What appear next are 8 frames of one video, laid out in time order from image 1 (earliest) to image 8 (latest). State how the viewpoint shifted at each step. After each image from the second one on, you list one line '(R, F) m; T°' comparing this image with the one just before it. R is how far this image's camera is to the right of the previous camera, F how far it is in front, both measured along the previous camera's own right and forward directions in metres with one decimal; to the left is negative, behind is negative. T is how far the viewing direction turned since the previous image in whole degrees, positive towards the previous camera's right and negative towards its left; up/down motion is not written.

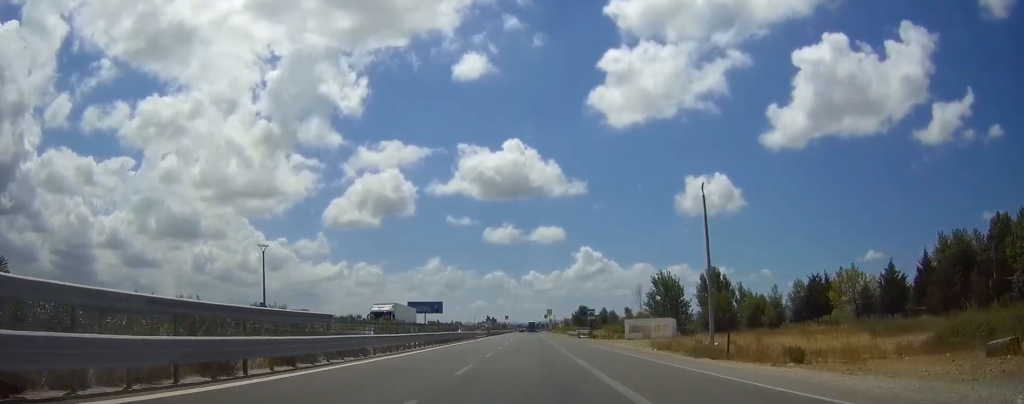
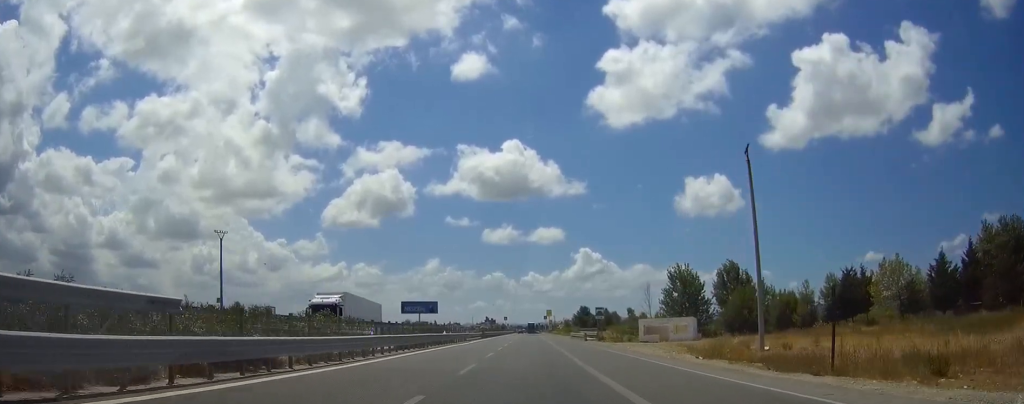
(0.0, +10.9) m; 0°
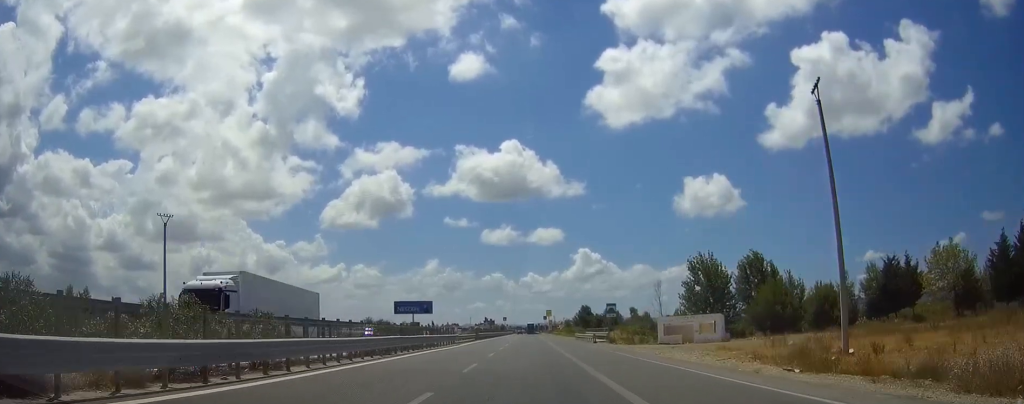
(0.0, +10.9) m; 0°
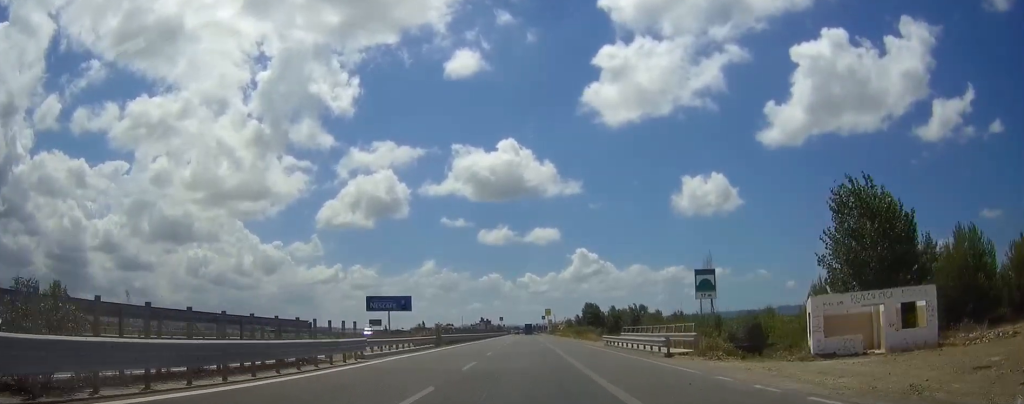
(0.0, +34.4) m; 0°
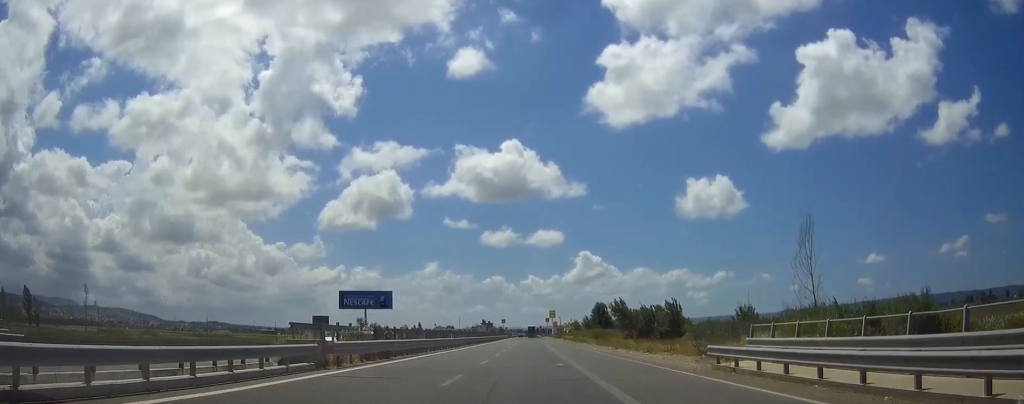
(0.0, +29.7) m; 0°
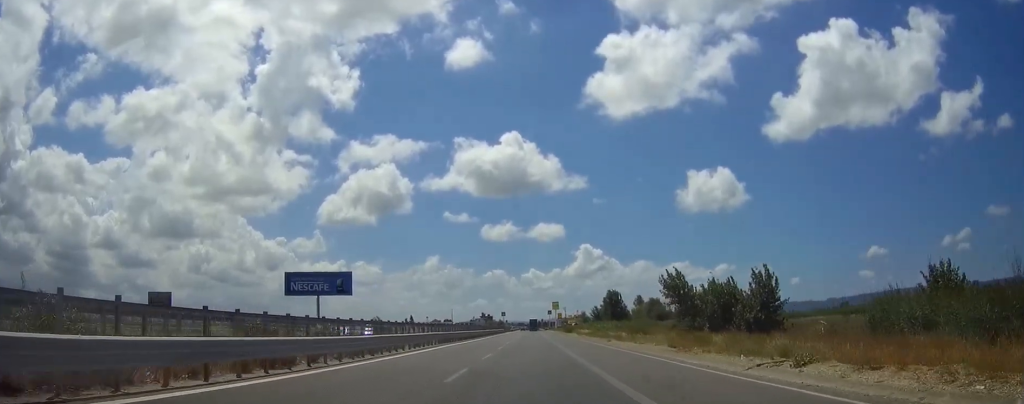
(0.0, +35.9) m; 0°
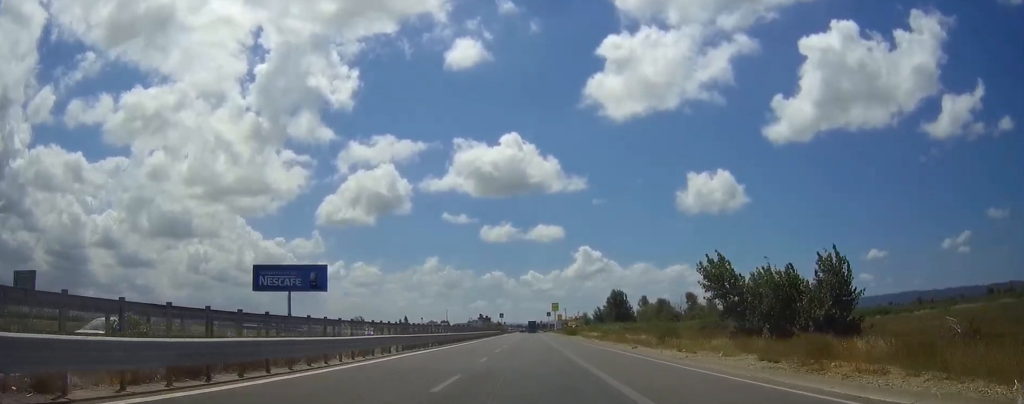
(0.0, +14.1) m; 0°
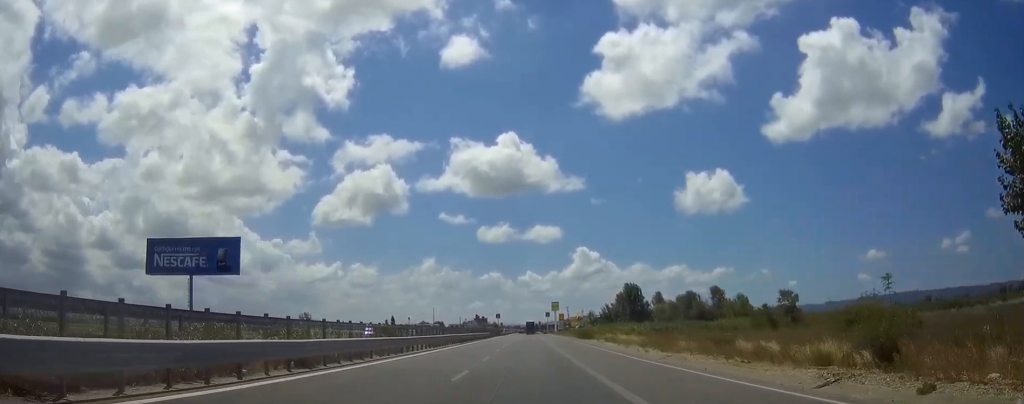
(0.0, +32.0) m; 0°
